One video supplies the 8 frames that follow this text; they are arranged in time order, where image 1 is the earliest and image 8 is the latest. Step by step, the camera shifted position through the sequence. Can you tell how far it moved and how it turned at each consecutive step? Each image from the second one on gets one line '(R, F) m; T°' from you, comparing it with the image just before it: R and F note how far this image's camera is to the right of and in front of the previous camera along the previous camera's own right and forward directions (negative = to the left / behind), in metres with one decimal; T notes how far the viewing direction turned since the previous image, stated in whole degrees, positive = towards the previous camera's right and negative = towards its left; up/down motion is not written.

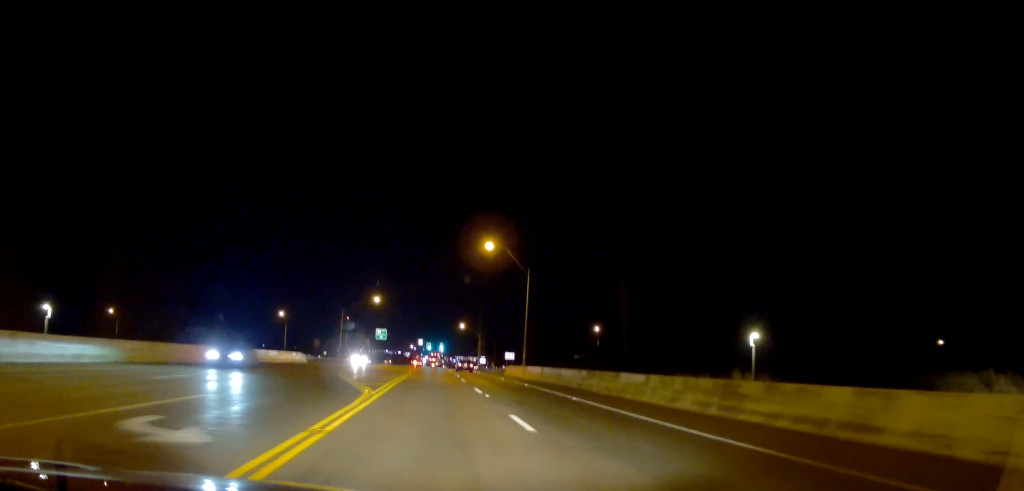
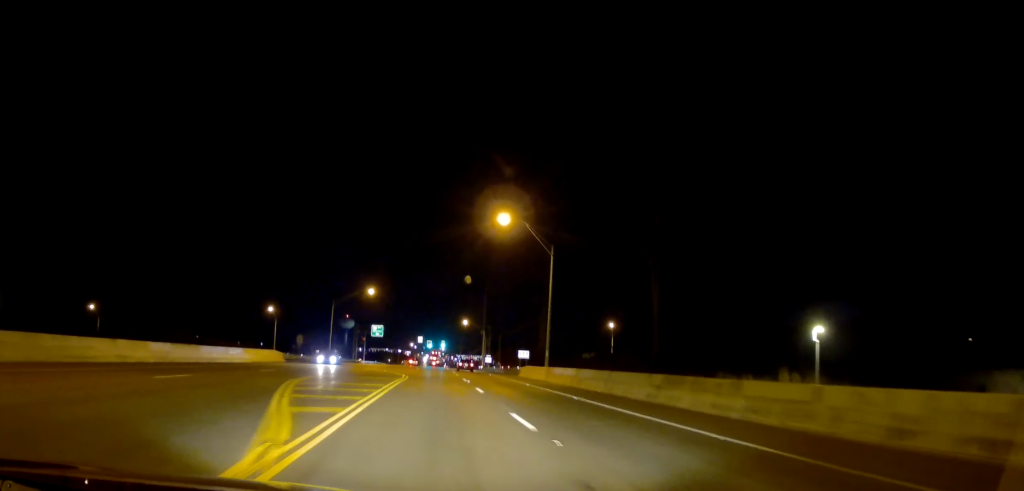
(0.0, +12.2) m; +1°
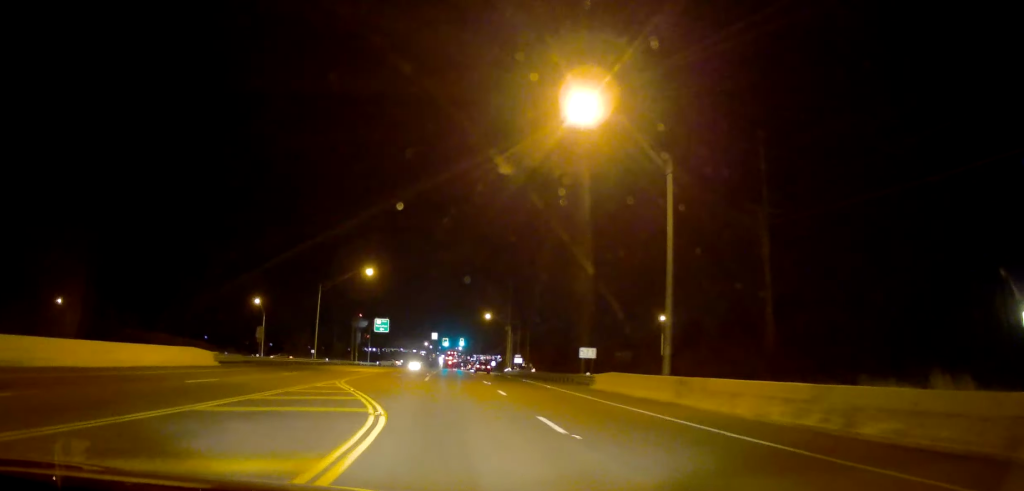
(+0.5, +24.9) m; -1°
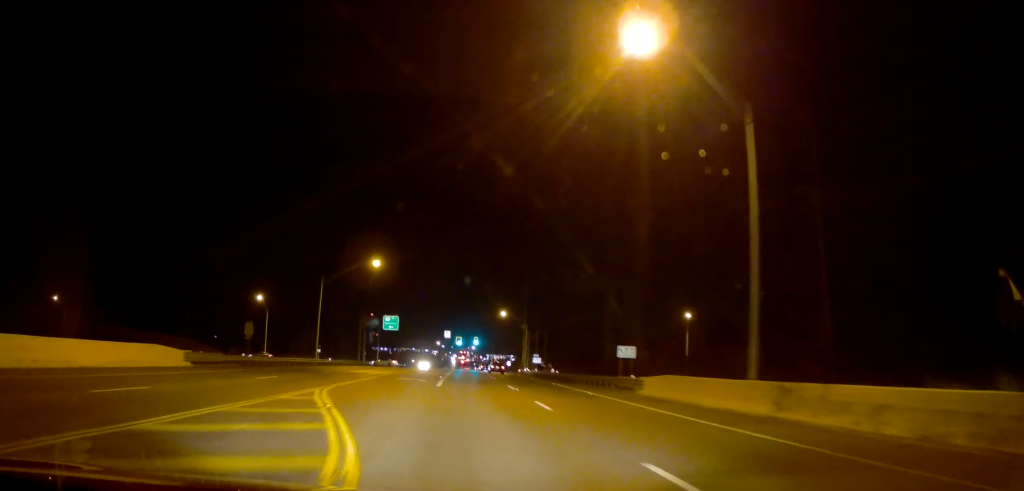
(-0.2, +6.8) m; -1°
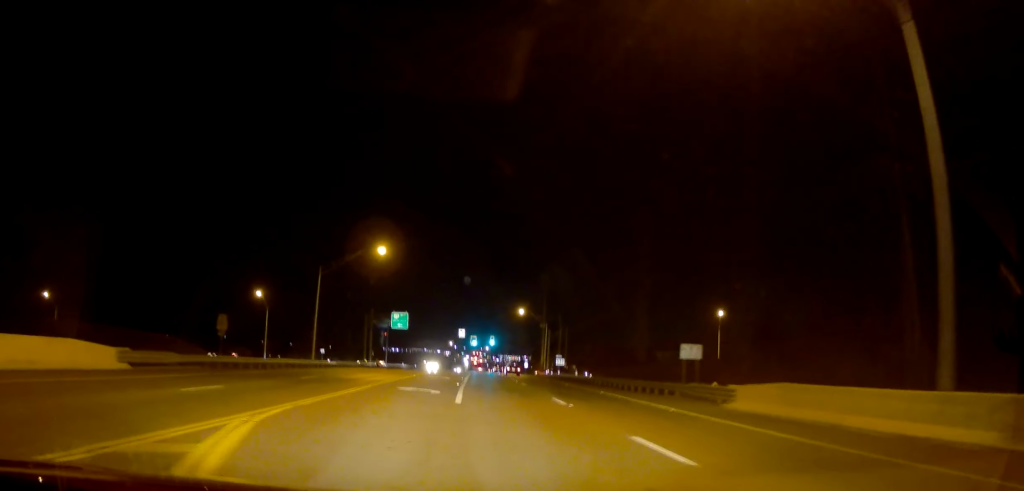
(-0.4, +8.9) m; -1°
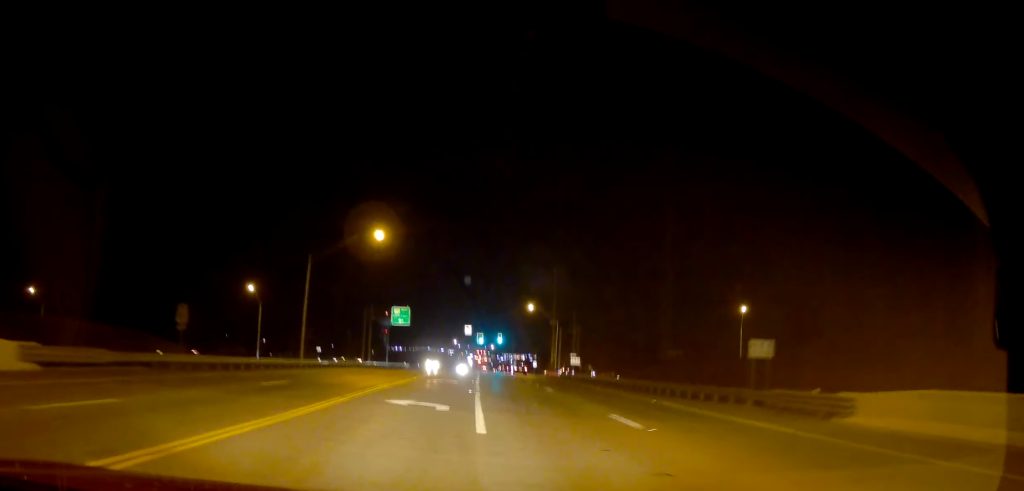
(+0.1, +7.1) m; 0°
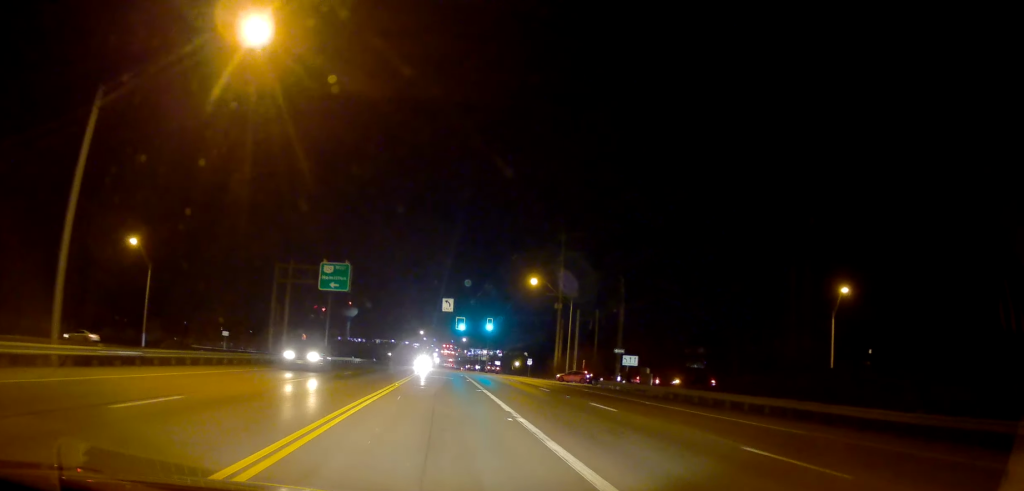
(+0.9, +34.6) m; +2°
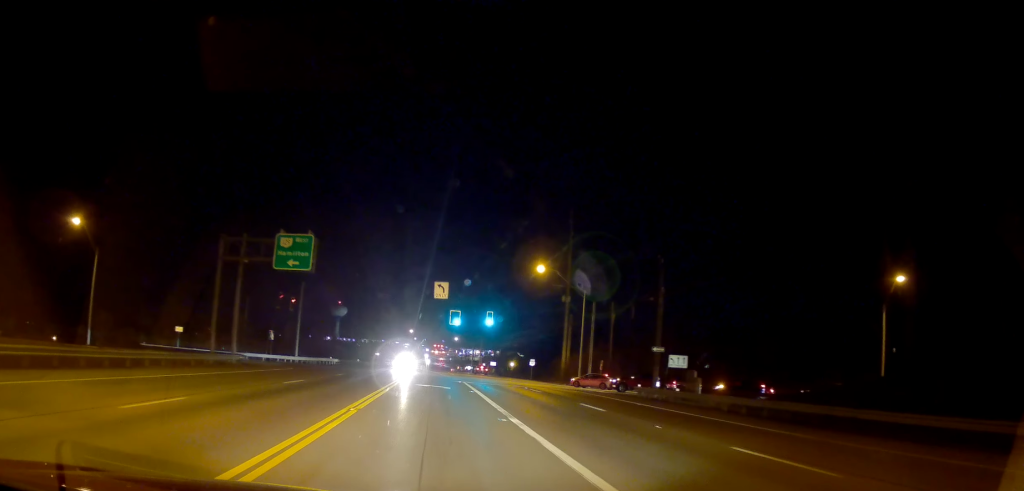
(-0.4, +11.6) m; 0°
